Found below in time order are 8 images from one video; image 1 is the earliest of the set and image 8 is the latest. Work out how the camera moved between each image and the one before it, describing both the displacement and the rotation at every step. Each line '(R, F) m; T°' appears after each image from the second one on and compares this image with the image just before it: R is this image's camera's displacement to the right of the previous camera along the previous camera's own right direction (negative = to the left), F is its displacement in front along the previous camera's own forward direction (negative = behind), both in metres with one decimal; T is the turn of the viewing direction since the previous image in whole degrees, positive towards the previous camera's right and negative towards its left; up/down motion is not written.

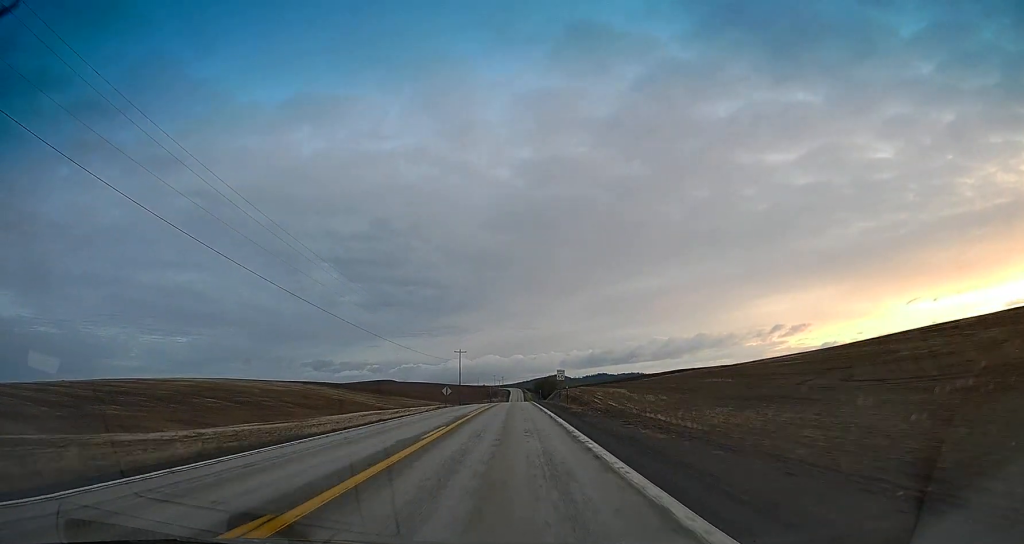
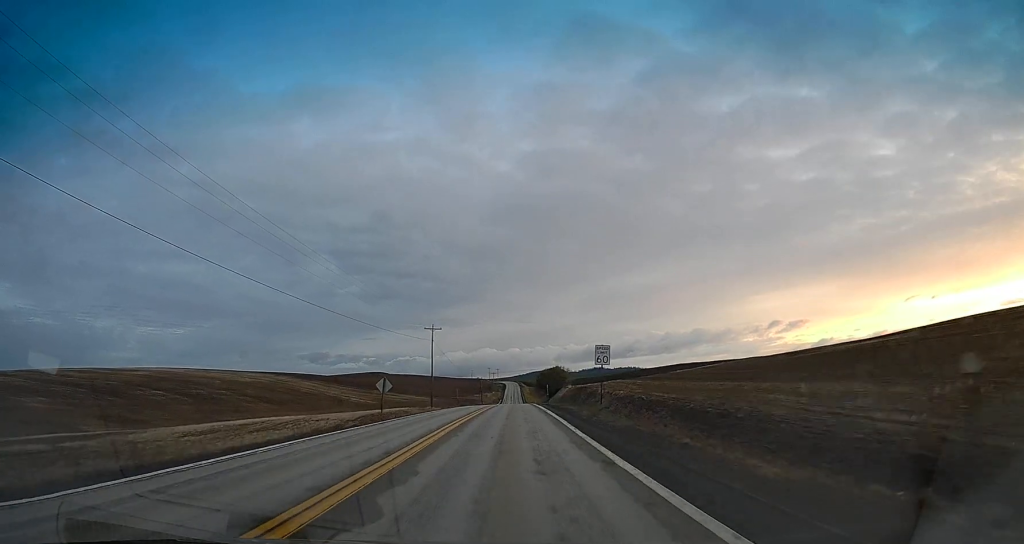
(0.0, +38.1) m; 0°
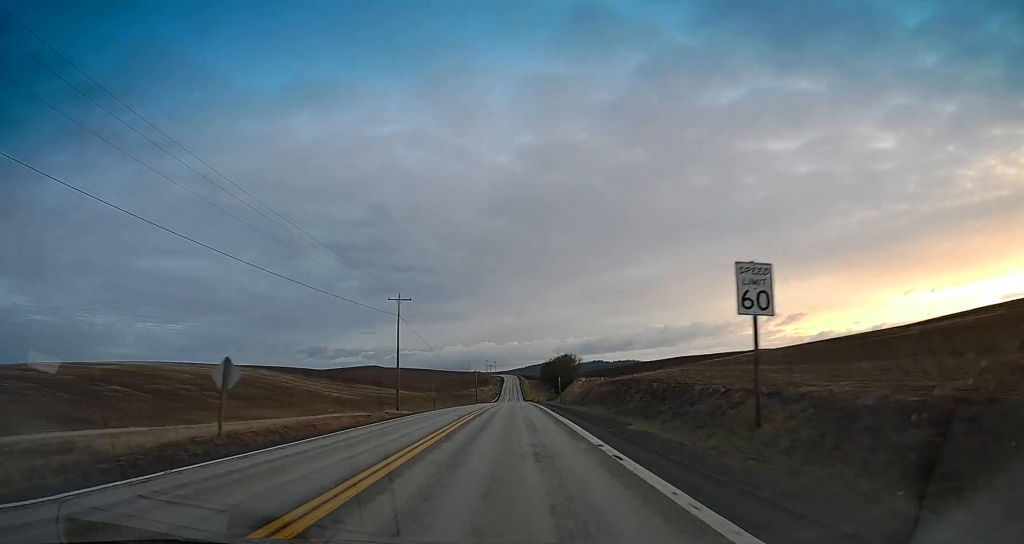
(-0.2, +24.9) m; 0°
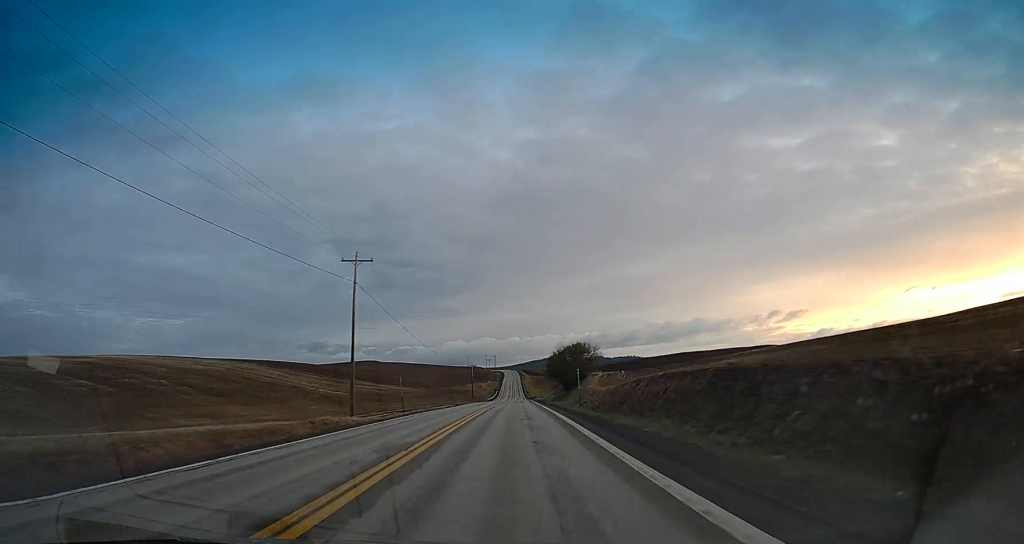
(+0.2, +17.8) m; 0°
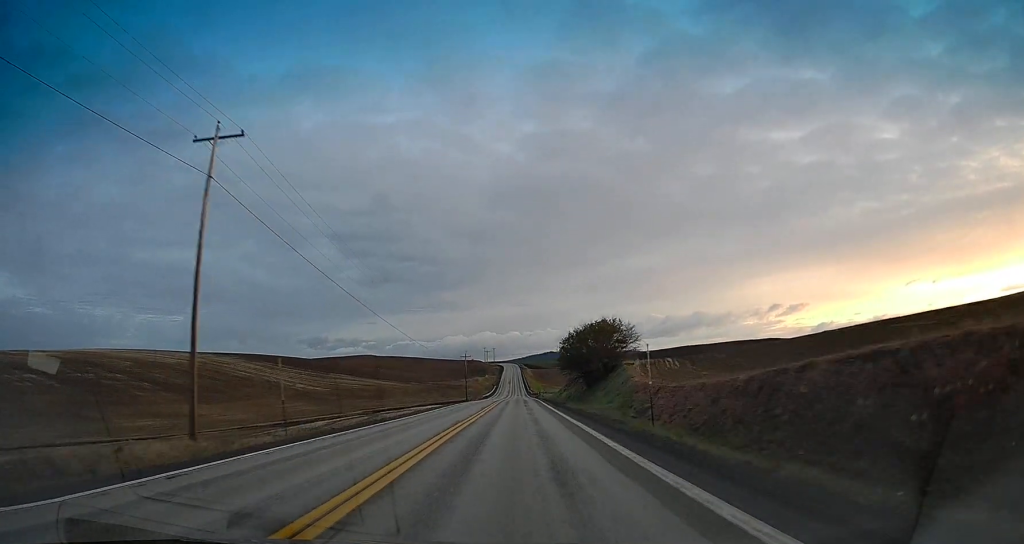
(-0.1, +23.3) m; 0°
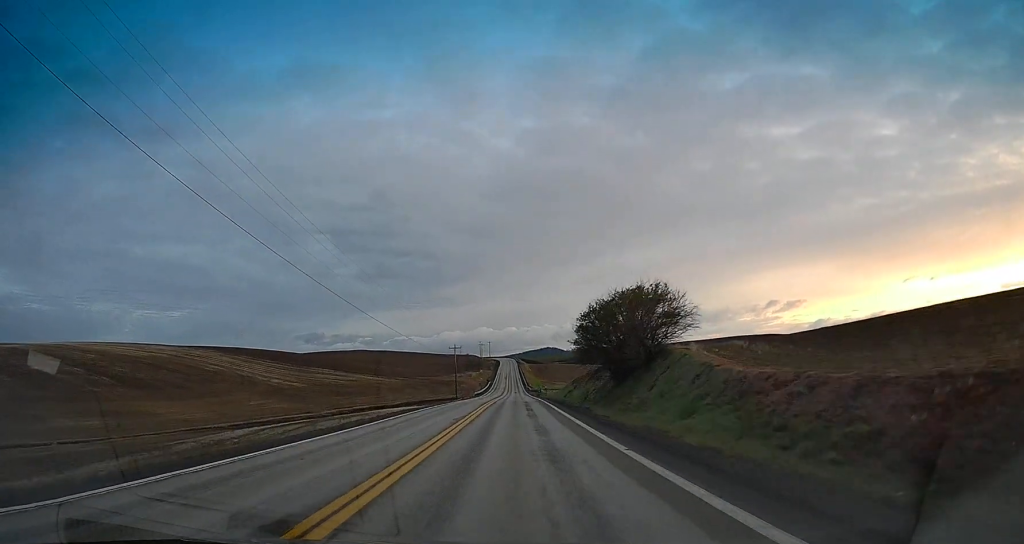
(0.0, +18.1) m; 0°
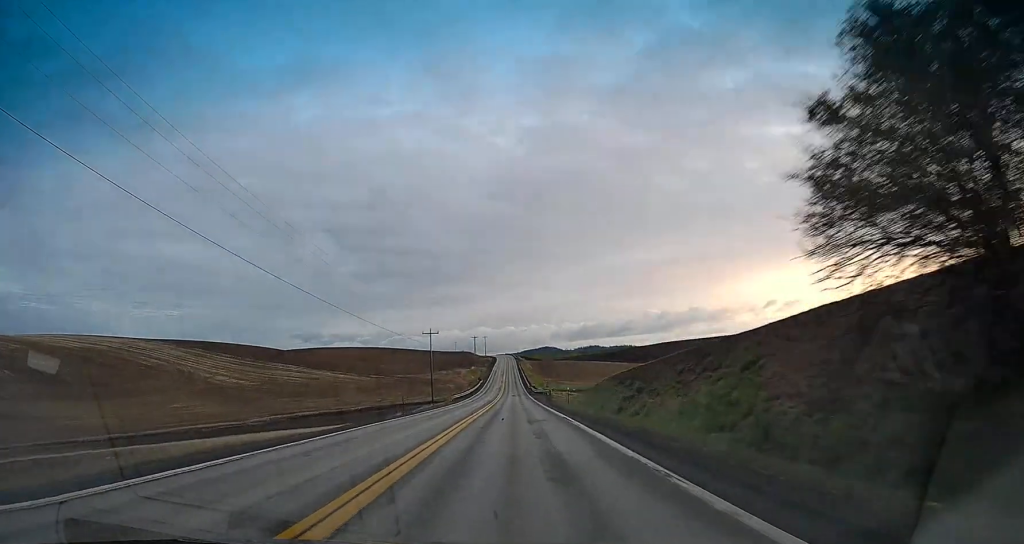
(+0.2, +34.5) m; -1°
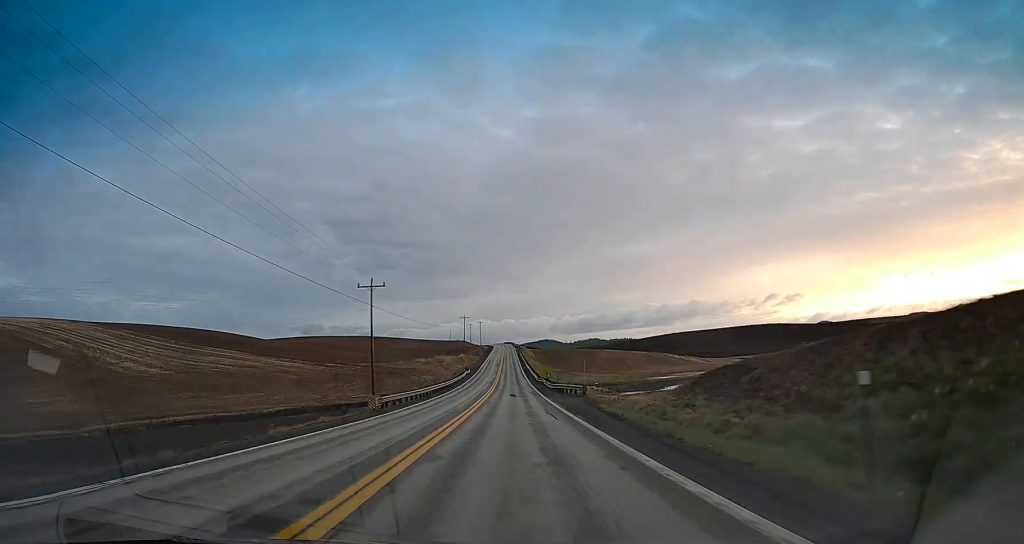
(-0.8, +38.4) m; 0°
